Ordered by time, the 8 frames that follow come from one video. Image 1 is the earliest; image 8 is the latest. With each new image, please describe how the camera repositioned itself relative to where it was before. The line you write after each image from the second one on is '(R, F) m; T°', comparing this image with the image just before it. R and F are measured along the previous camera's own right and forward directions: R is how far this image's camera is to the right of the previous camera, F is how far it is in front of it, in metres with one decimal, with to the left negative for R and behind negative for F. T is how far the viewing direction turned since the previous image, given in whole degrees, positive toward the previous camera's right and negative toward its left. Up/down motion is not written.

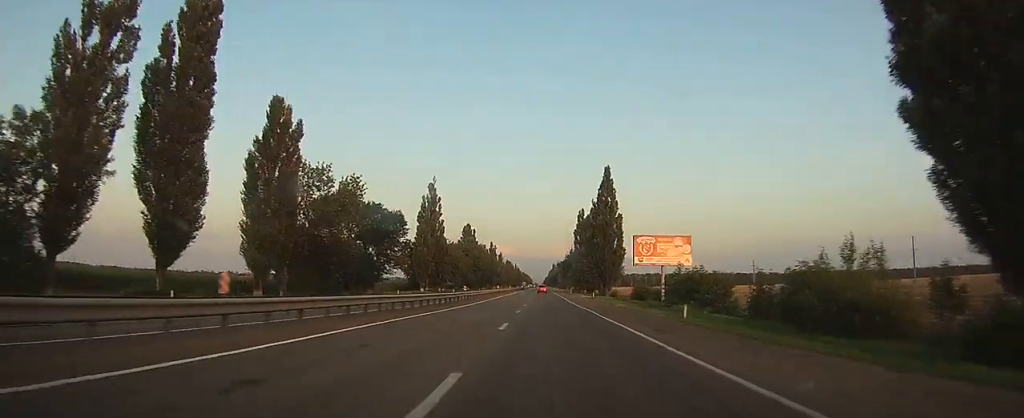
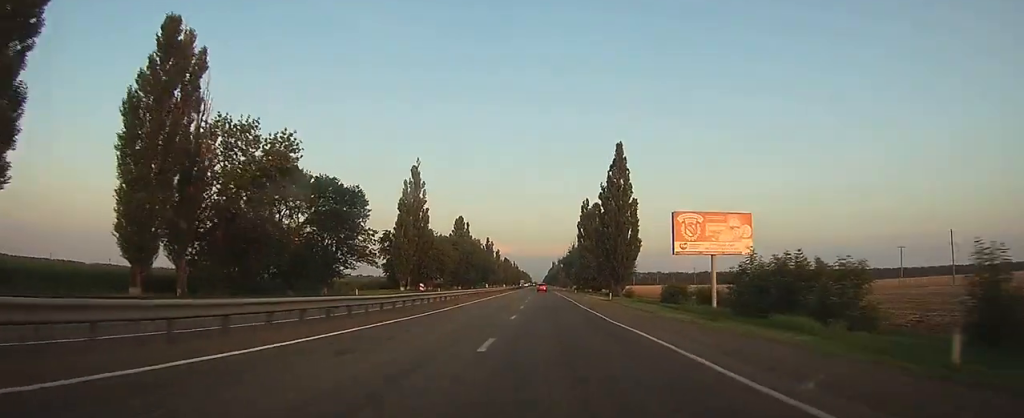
(0.0, +17.8) m; 0°
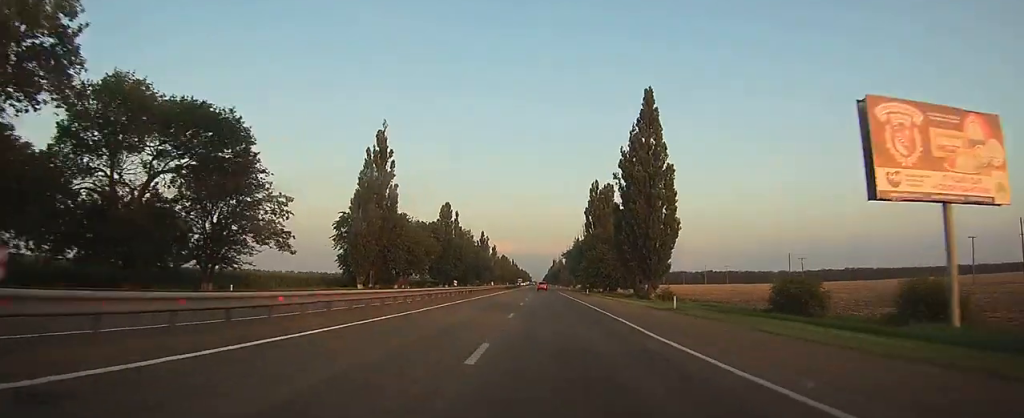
(0.0, +25.7) m; 0°
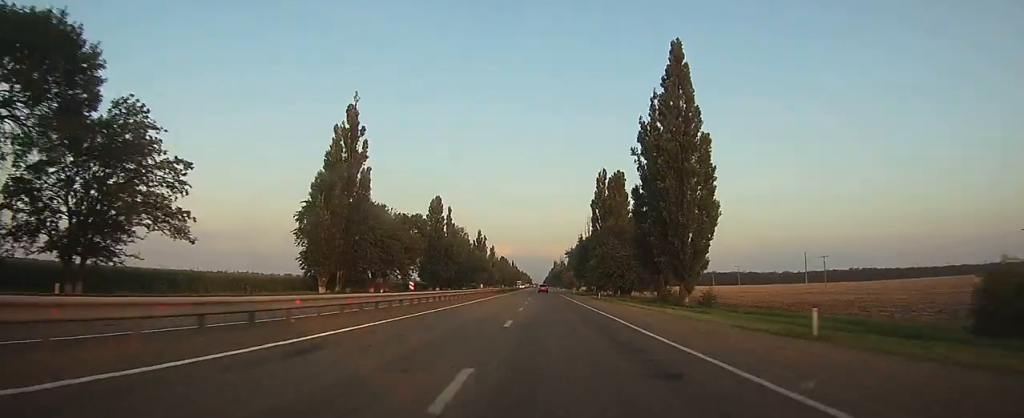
(0.0, +14.9) m; 0°
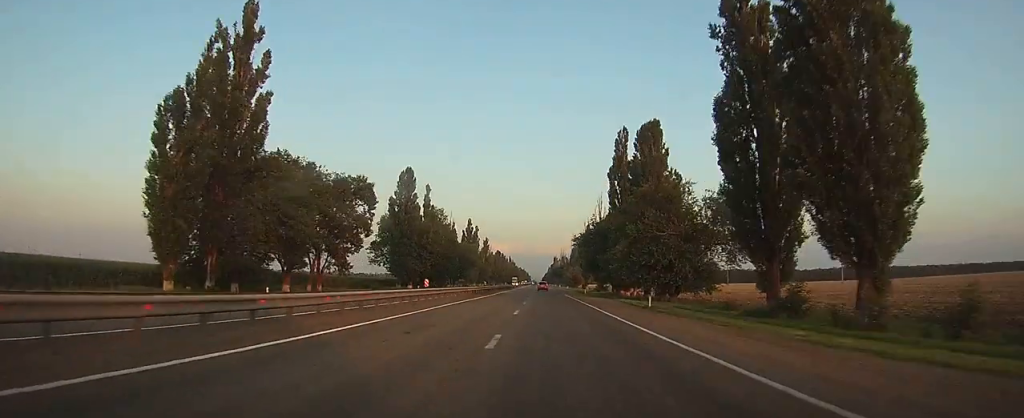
(0.0, +29.9) m; 0°
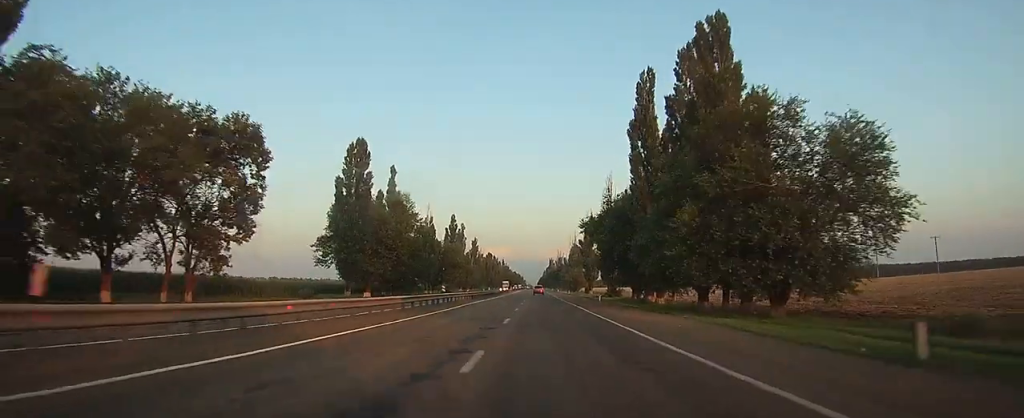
(0.0, +26.0) m; 0°
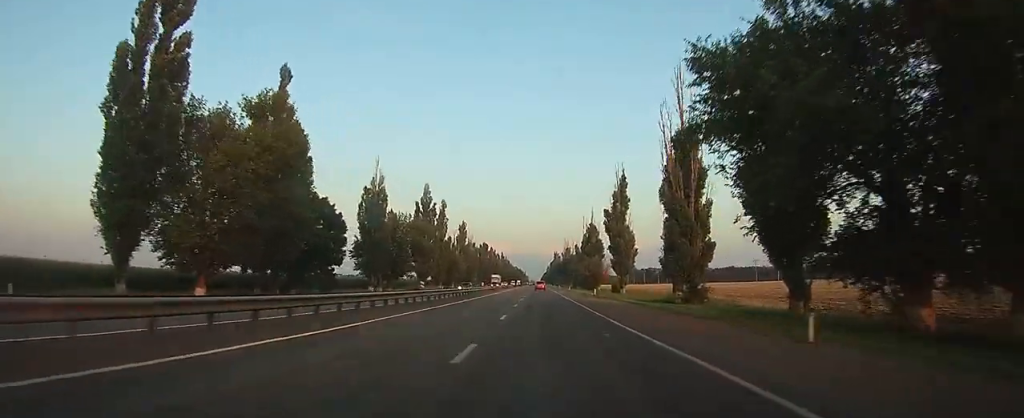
(0.0, +47.2) m; 0°
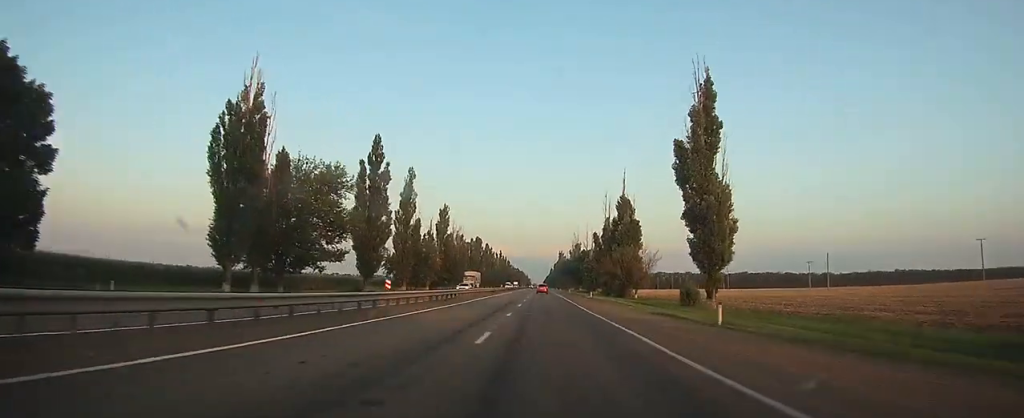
(+0.2, +44.3) m; 0°
